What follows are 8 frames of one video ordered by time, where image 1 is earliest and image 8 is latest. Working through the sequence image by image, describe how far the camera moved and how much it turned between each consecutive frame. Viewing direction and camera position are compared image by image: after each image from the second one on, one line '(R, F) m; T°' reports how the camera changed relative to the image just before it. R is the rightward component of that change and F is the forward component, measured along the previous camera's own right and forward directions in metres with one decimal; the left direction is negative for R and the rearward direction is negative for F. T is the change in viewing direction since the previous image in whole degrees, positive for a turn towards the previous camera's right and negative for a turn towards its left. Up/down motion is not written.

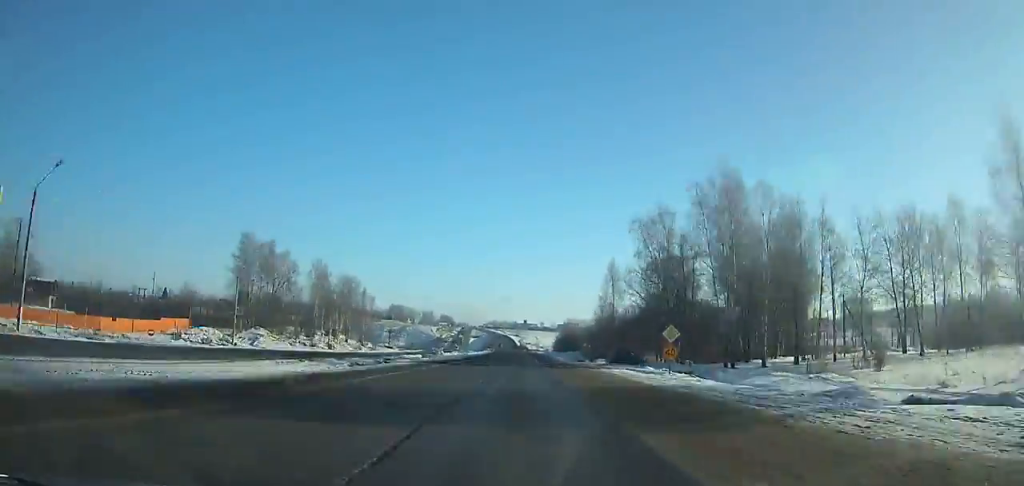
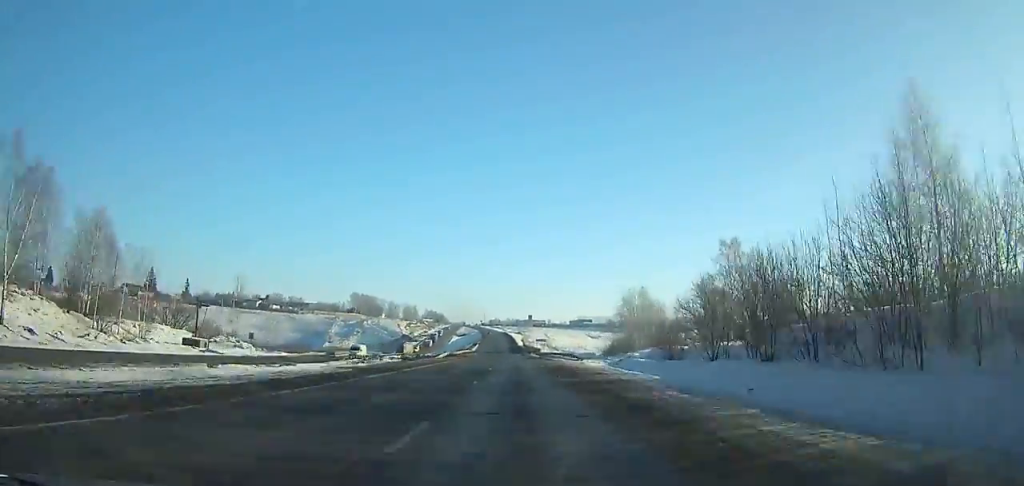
(-1.1, +123.6) m; -1°
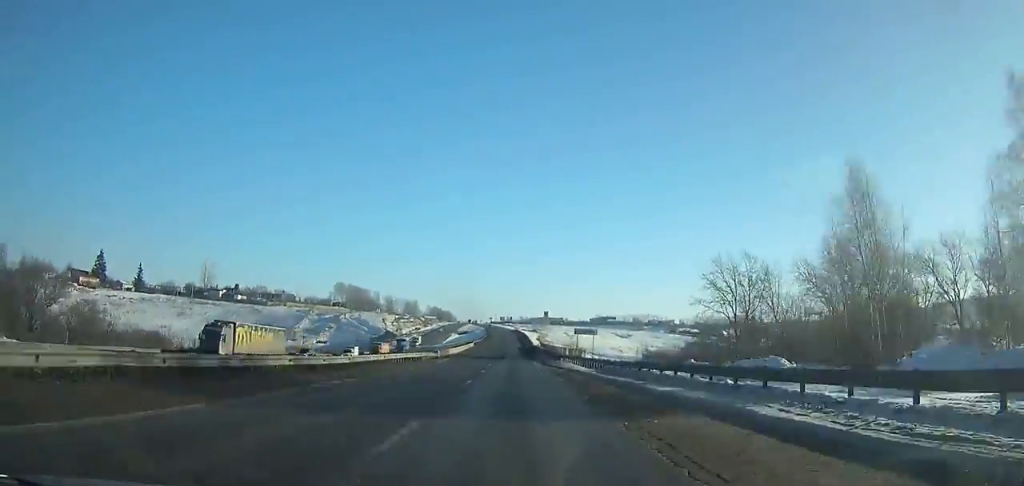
(-0.6, +59.5) m; -1°
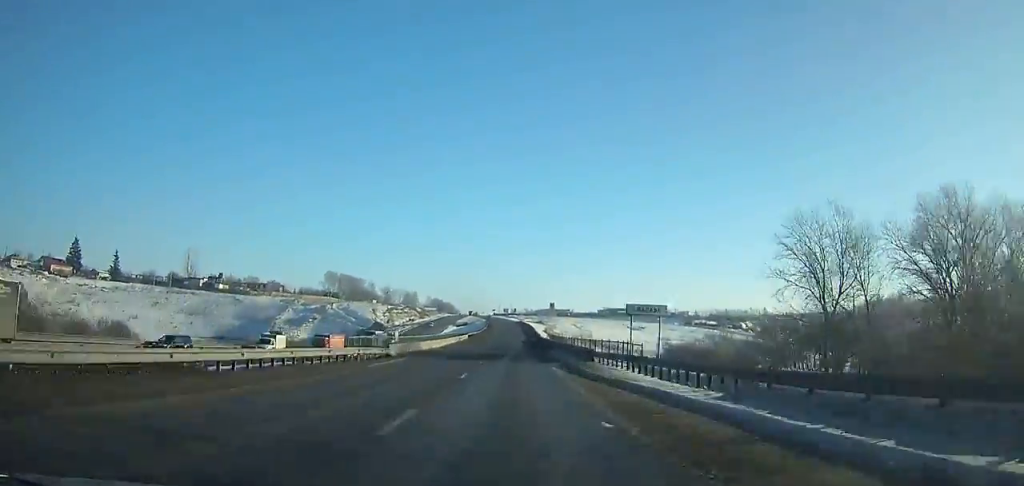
(-0.1, +22.9) m; 0°
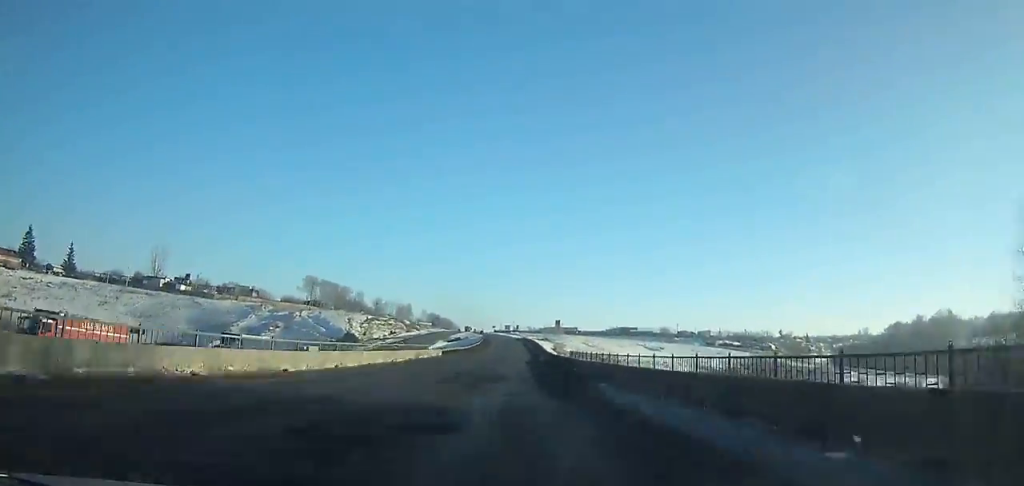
(-0.2, +34.3) m; 0°
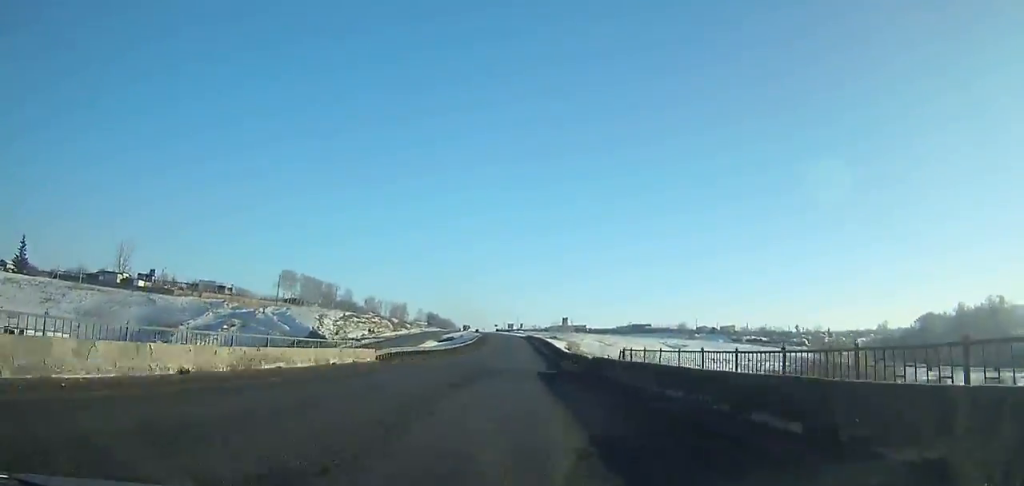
(0.0, +30.4) m; 0°
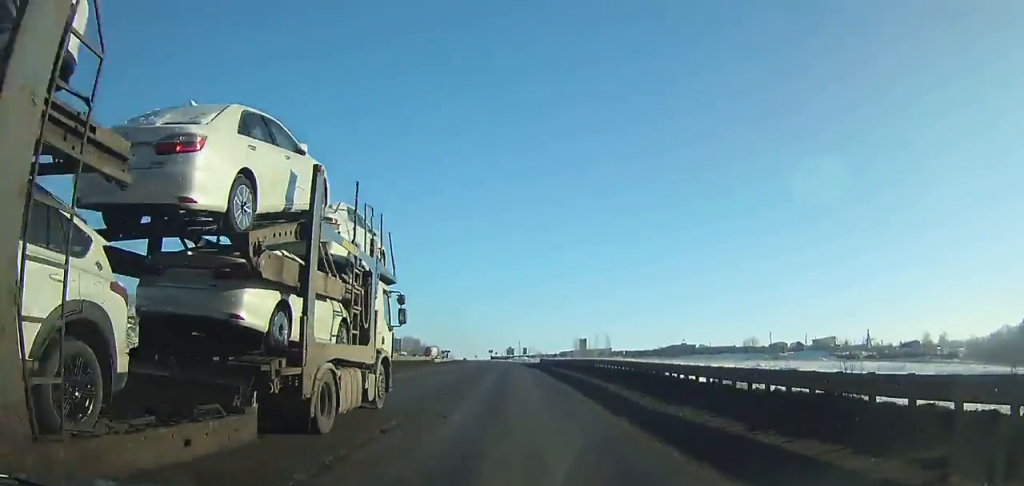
(-0.8, +92.7) m; -3°
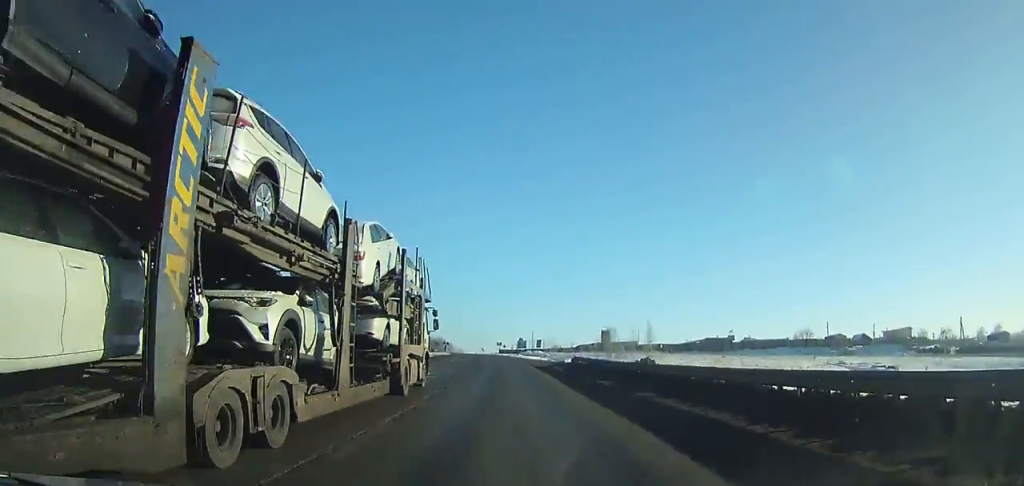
(-0.8, +35.9) m; -2°
